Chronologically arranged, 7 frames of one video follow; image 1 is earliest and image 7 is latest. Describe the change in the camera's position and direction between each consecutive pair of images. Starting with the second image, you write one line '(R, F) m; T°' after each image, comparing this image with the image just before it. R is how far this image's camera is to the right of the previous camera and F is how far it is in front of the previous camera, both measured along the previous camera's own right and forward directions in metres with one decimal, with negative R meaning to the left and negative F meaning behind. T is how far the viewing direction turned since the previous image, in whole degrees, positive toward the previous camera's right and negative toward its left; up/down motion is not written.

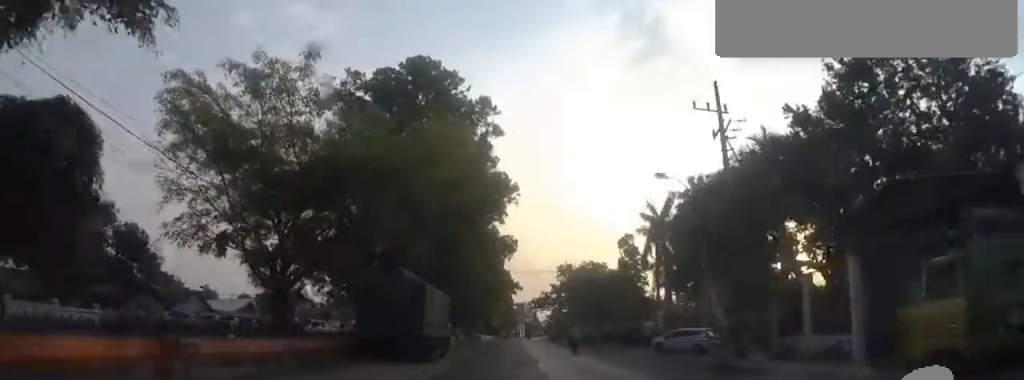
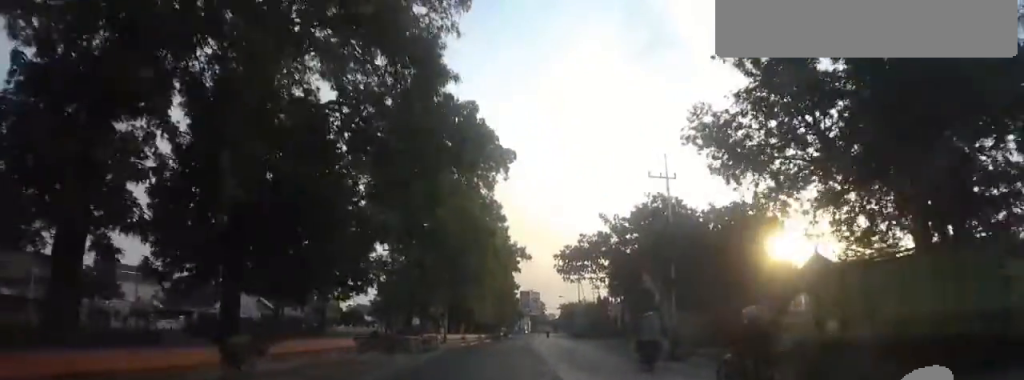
(+1.3, +39.3) m; +1°
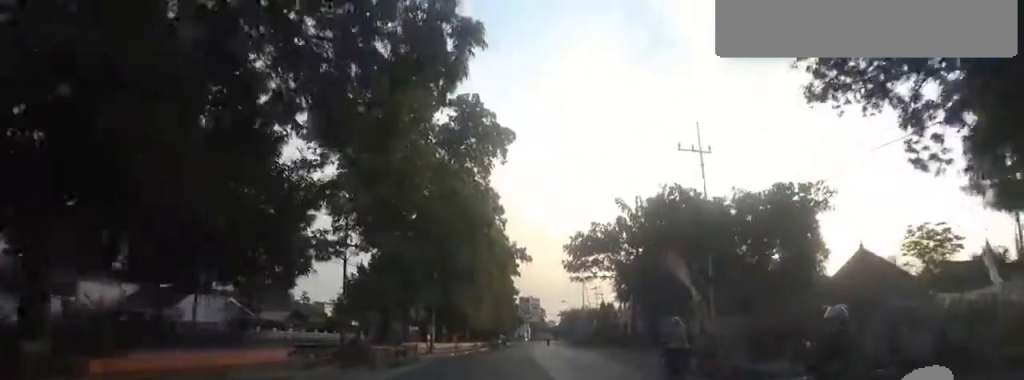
(-0.1, +5.4) m; -2°
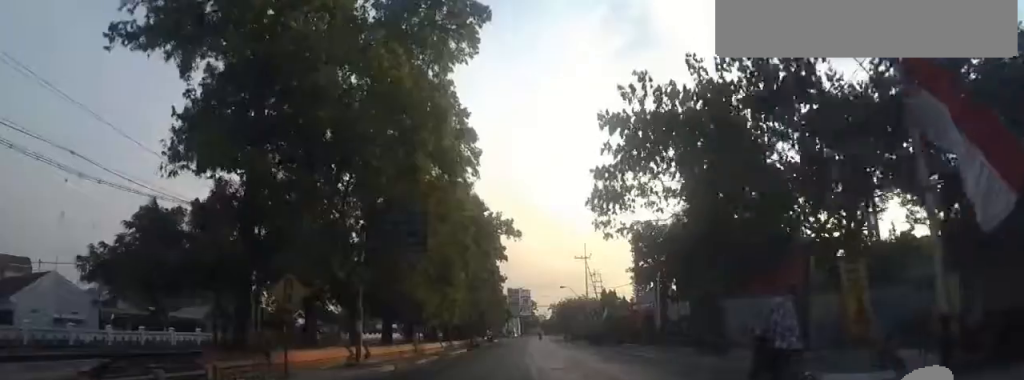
(-0.3, +12.8) m; +2°
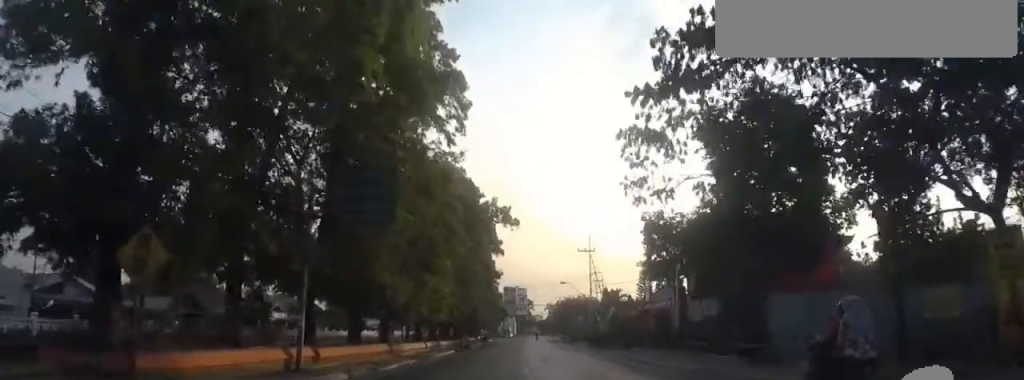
(+0.2, +4.7) m; +2°
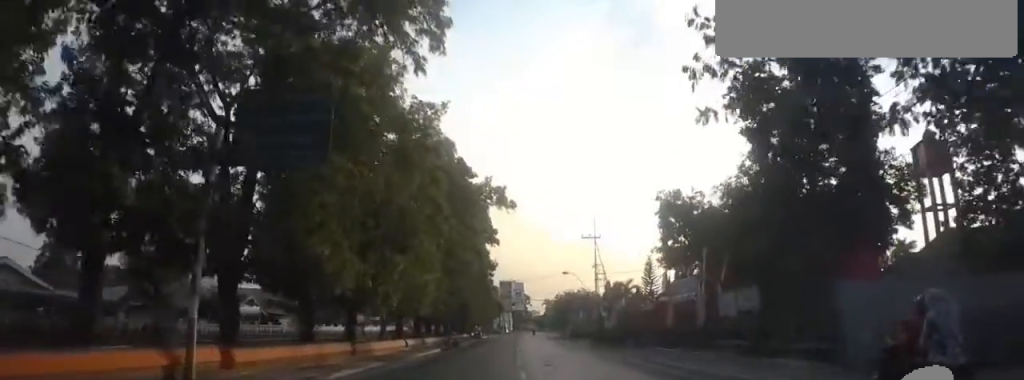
(+0.1, +4.8) m; 0°
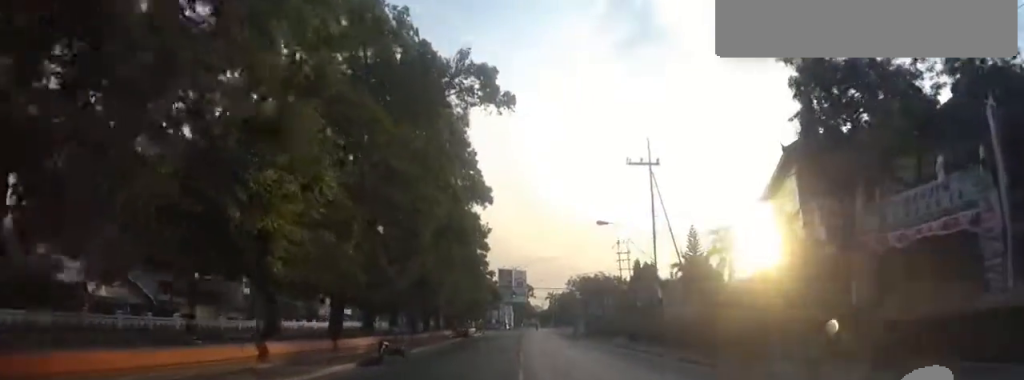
(-0.6, +16.5) m; 0°
